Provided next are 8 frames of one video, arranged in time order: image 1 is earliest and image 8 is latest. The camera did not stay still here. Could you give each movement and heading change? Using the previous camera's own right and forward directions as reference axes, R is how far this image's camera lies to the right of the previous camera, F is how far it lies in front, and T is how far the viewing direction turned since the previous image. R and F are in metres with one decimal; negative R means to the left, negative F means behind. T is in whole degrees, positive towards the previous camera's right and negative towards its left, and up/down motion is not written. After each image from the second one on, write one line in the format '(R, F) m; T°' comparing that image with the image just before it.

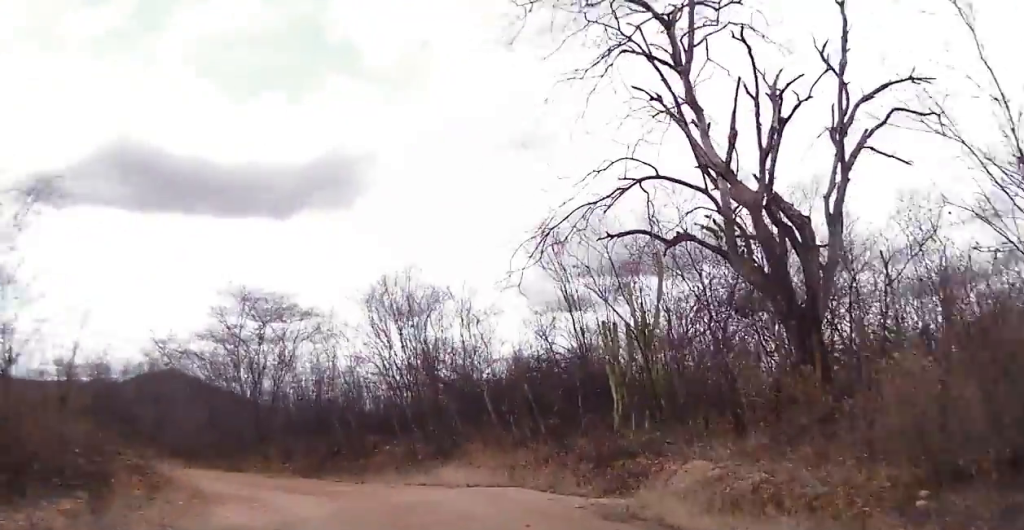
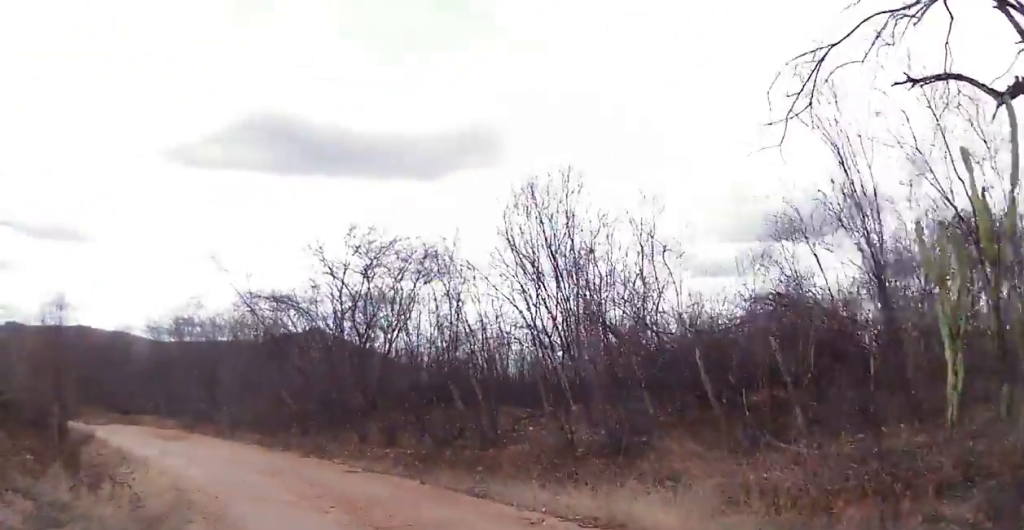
(+0.1, +6.7) m; -1°
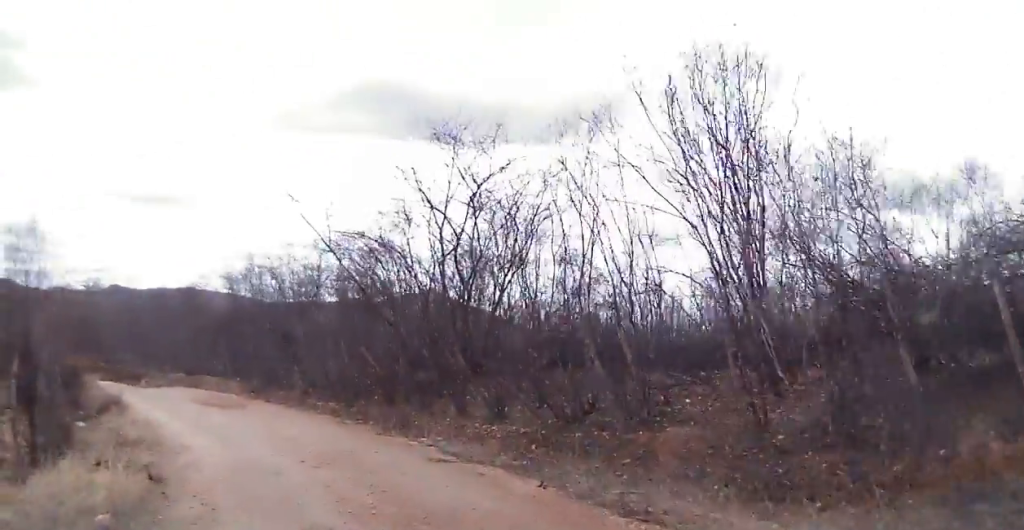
(-0.1, +4.1) m; -14°
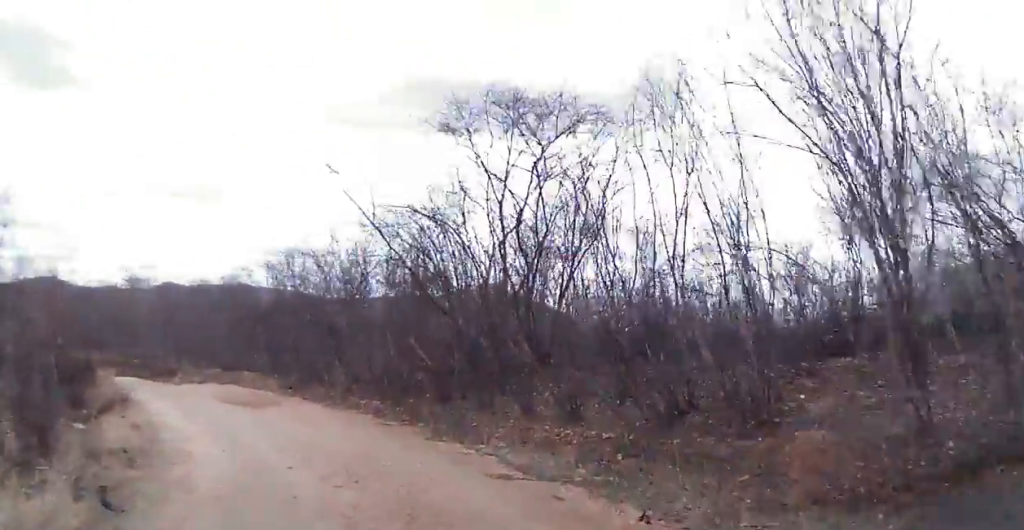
(-0.4, +2.1) m; -6°
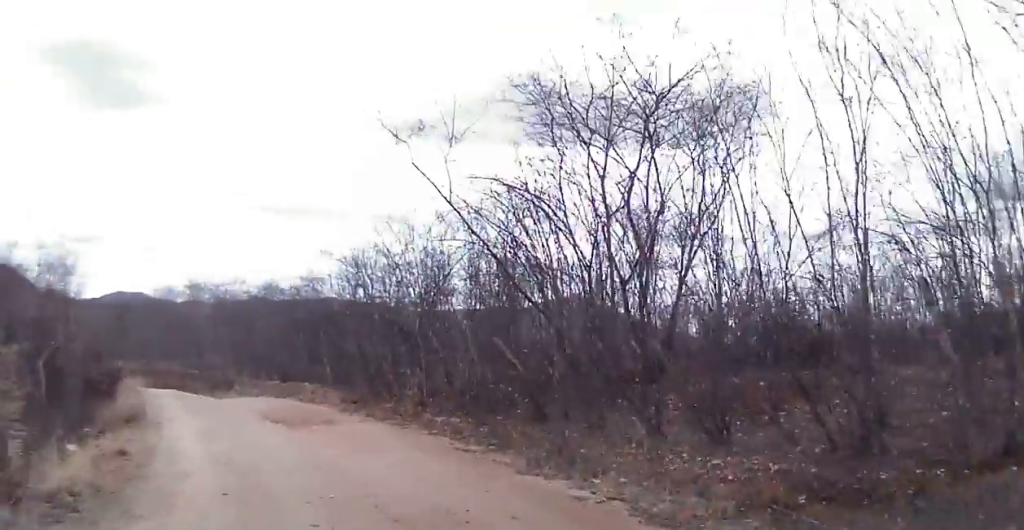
(-0.4, +2.6) m; -7°
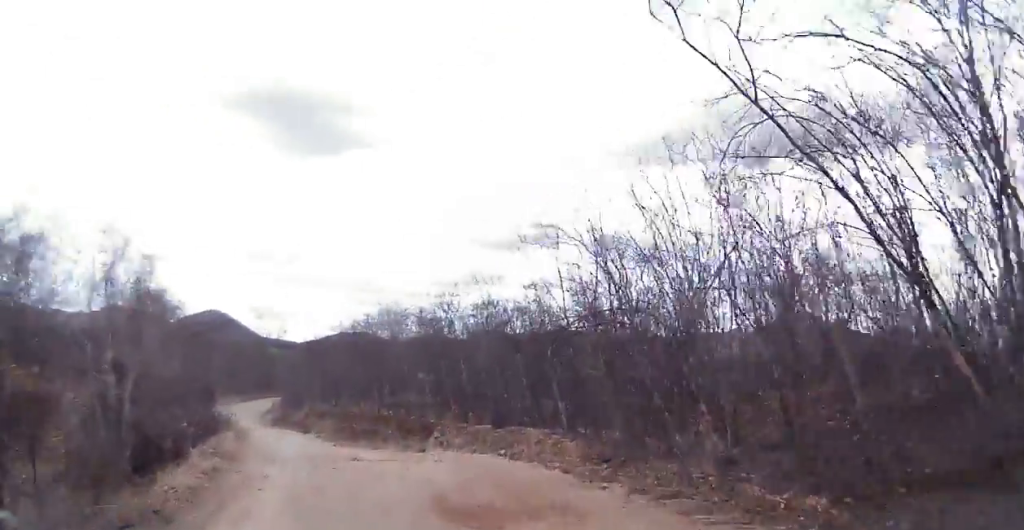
(-0.1, +5.0) m; -6°
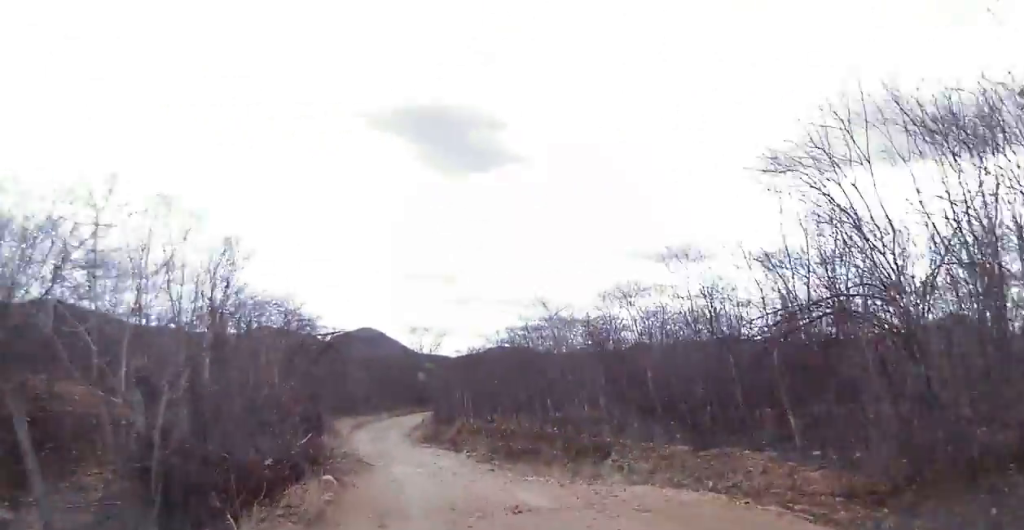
(0.0, +3.2) m; -11°
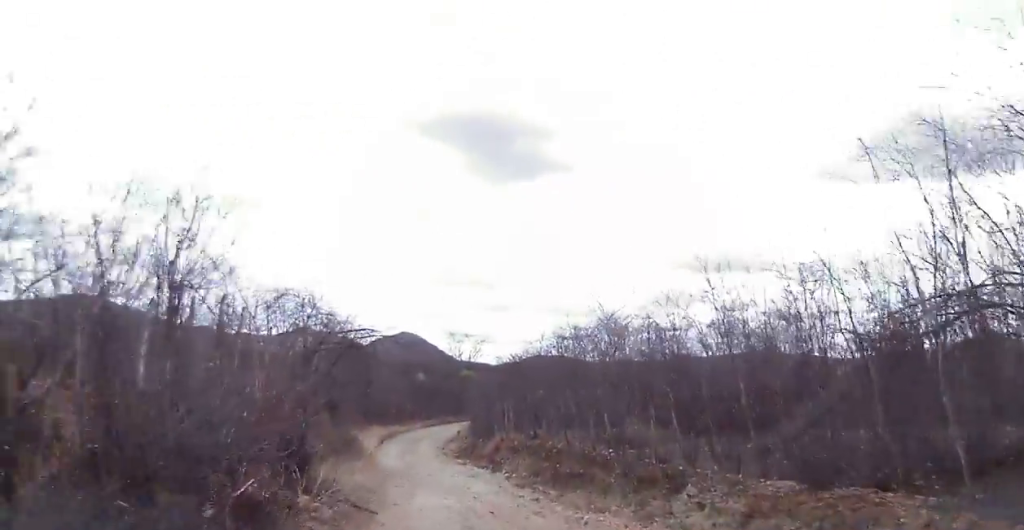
(-0.7, +3.5) m; -15°
